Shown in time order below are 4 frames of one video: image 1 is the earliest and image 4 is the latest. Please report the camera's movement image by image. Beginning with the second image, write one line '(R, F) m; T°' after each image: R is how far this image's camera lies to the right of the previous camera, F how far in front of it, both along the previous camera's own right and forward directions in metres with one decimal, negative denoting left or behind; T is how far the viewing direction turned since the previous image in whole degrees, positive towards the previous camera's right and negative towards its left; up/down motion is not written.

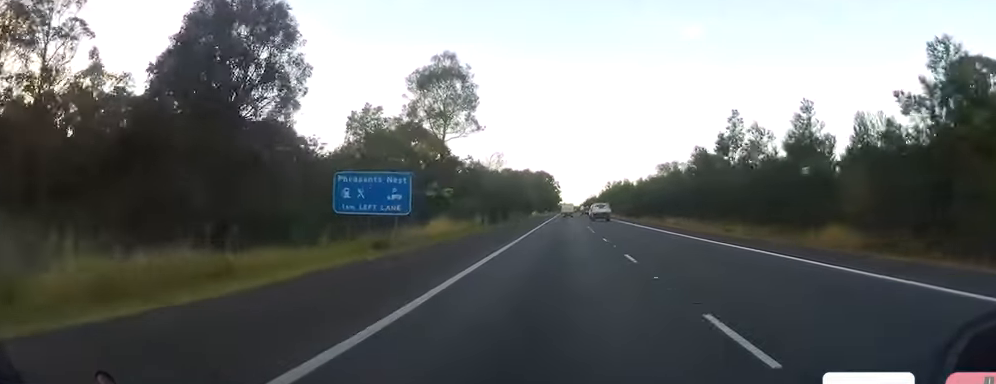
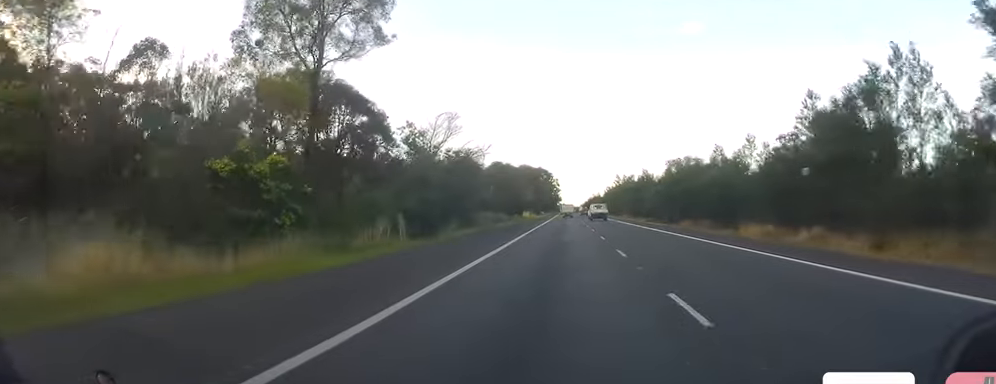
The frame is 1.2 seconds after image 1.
(-0.3, +33.4) m; 0°
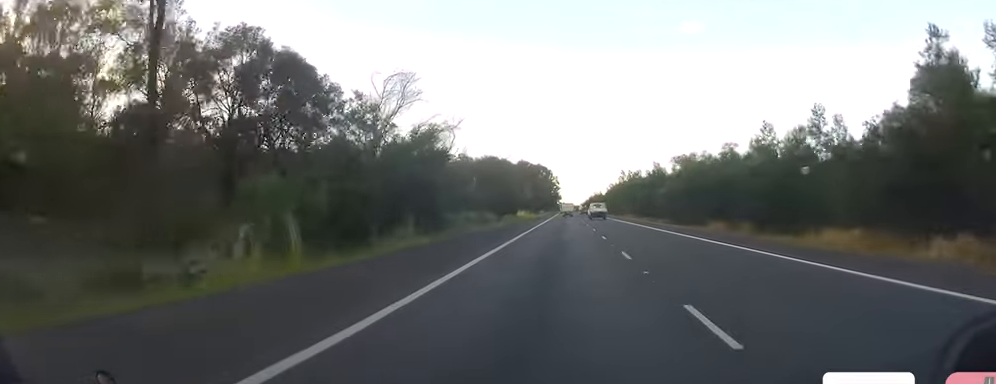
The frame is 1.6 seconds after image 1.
(0.0, +13.4) m; +1°
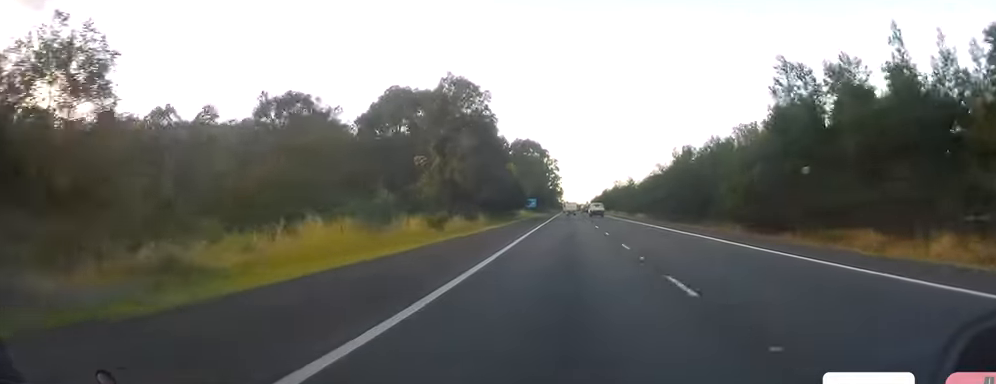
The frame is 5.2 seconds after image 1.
(+0.7, +103.0) m; 0°
